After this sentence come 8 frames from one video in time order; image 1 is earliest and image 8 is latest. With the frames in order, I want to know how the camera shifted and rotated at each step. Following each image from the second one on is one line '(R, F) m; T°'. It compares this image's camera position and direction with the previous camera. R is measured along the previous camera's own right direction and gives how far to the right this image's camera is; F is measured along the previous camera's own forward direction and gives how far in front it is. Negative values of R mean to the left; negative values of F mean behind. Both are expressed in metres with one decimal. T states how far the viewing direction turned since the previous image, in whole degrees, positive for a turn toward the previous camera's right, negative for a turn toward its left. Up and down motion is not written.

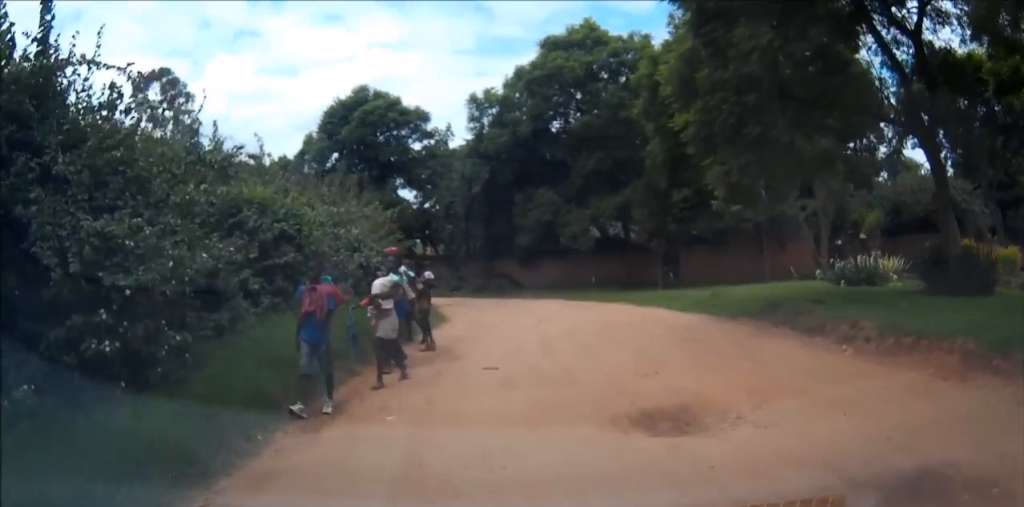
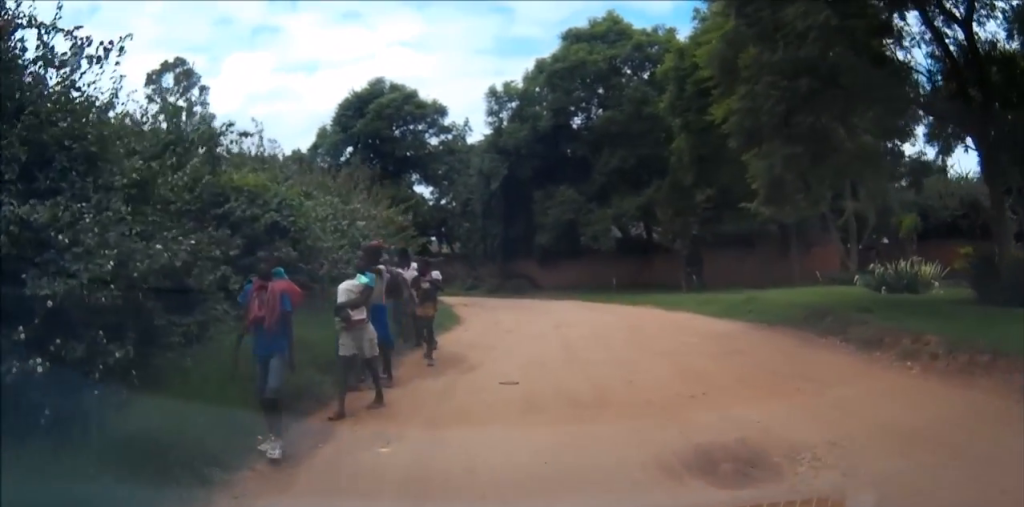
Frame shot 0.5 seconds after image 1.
(-0.1, +1.2) m; 0°
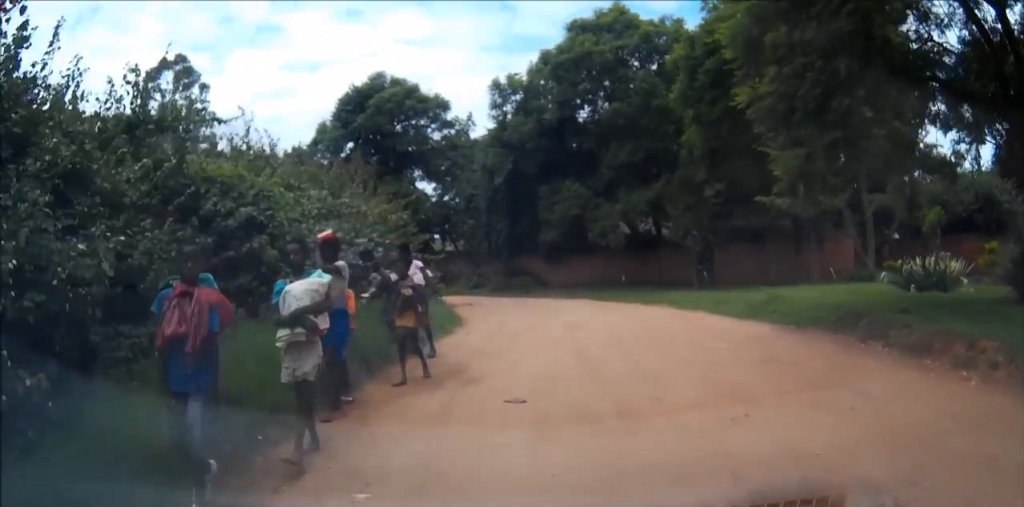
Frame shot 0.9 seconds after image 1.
(0.0, +1.0) m; 0°
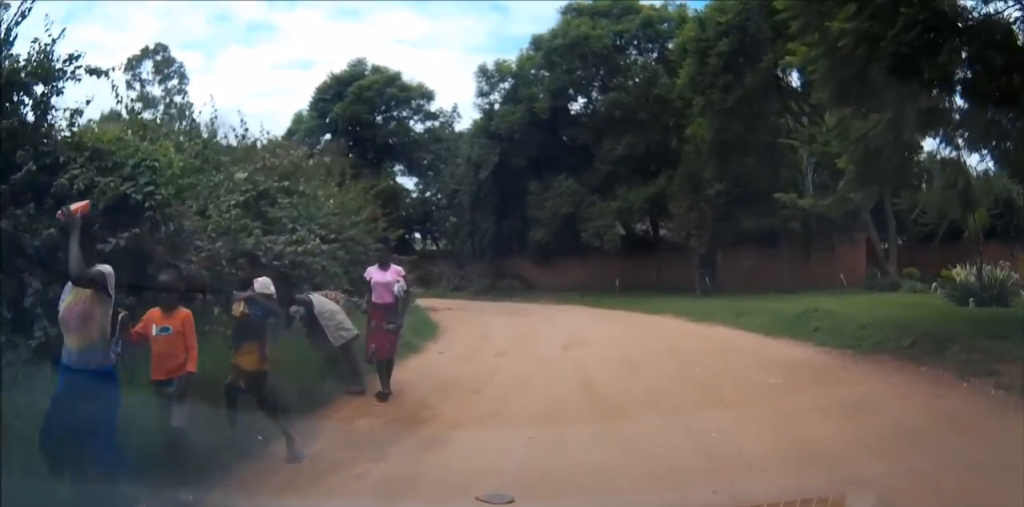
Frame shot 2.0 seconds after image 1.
(+0.1, +2.8) m; +3°
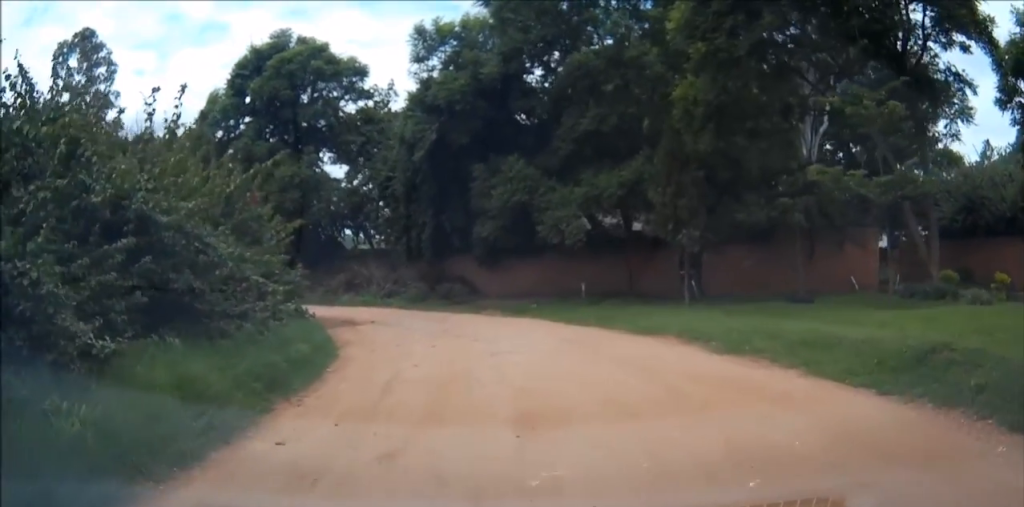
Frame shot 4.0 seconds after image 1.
(+0.2, +5.6) m; +1°
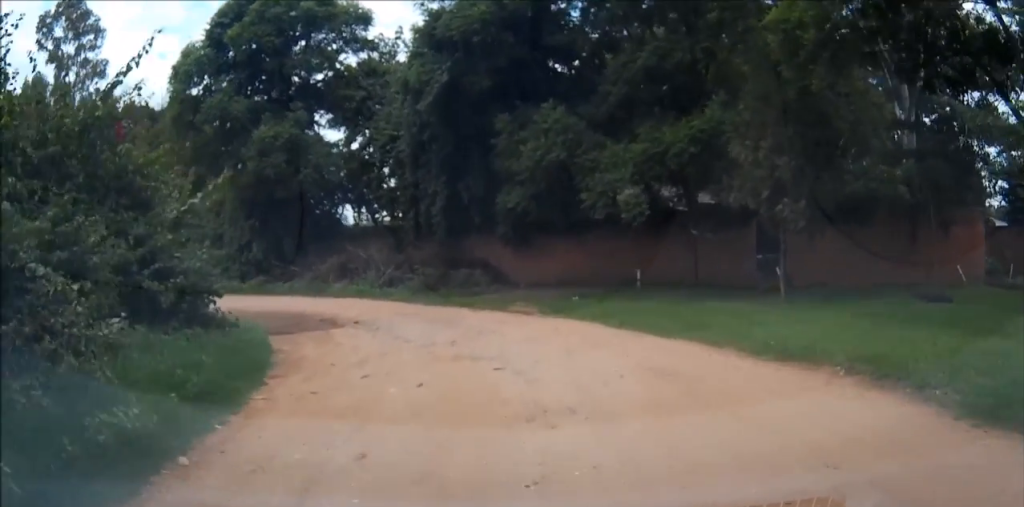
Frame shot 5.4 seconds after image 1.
(0.0, +5.9) m; +3°
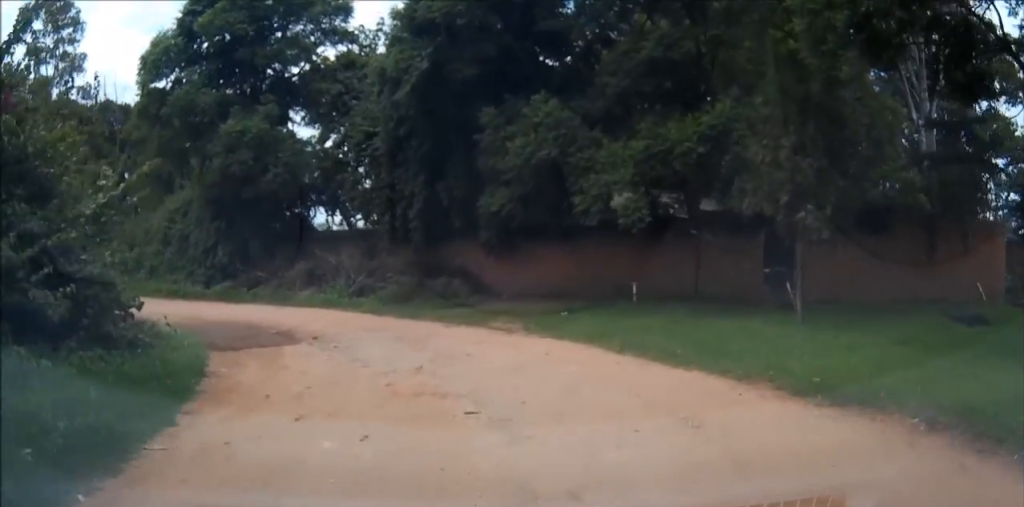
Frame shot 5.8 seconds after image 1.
(0.0, +2.0) m; +2°
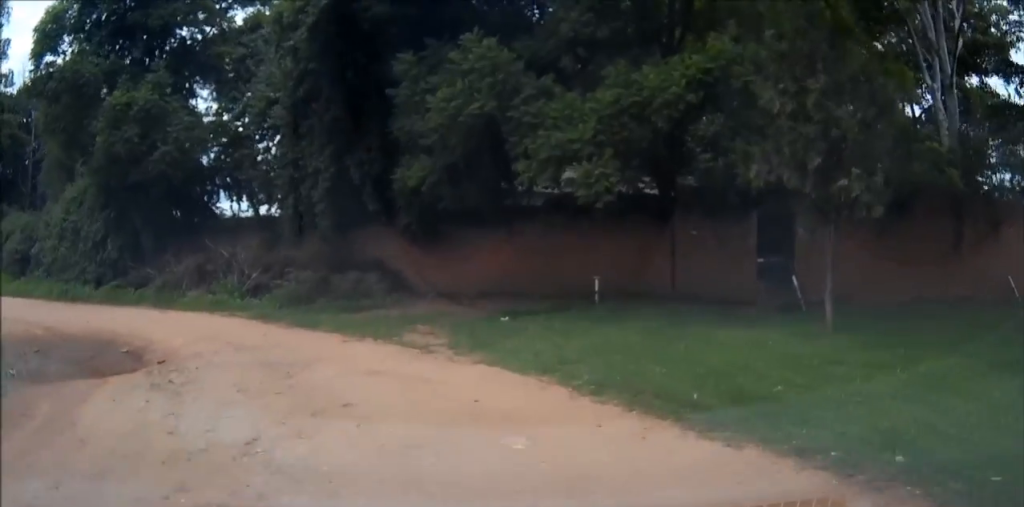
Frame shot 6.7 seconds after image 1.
(+0.1, +4.1) m; -3°
